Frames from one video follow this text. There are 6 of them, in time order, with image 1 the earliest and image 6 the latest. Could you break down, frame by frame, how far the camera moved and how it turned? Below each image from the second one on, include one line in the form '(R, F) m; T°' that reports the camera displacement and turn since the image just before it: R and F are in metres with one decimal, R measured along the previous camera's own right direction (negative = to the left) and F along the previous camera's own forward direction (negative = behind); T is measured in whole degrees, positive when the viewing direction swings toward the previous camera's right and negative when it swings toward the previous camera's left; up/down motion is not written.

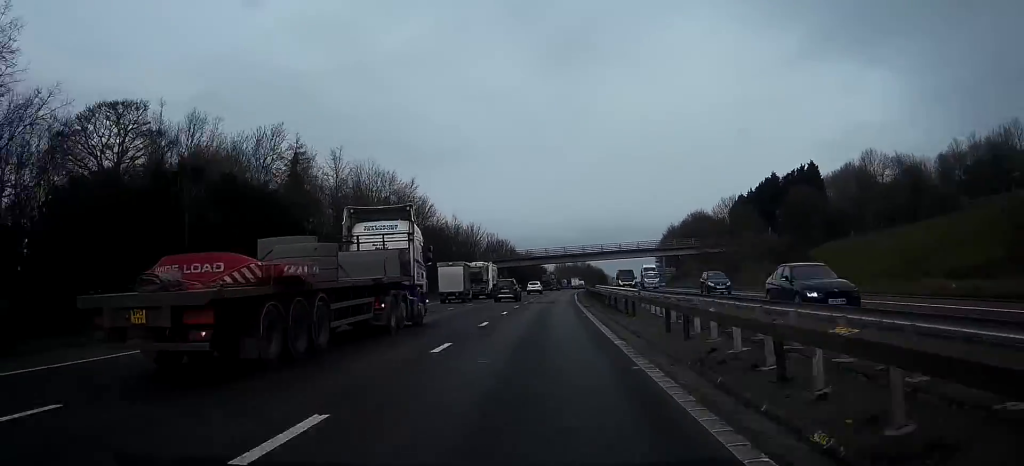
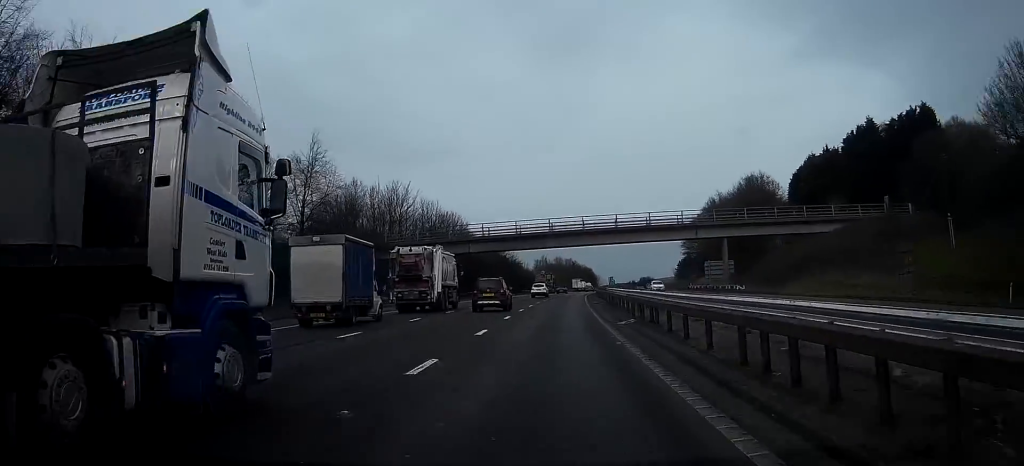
(+1.0, +66.0) m; +2°
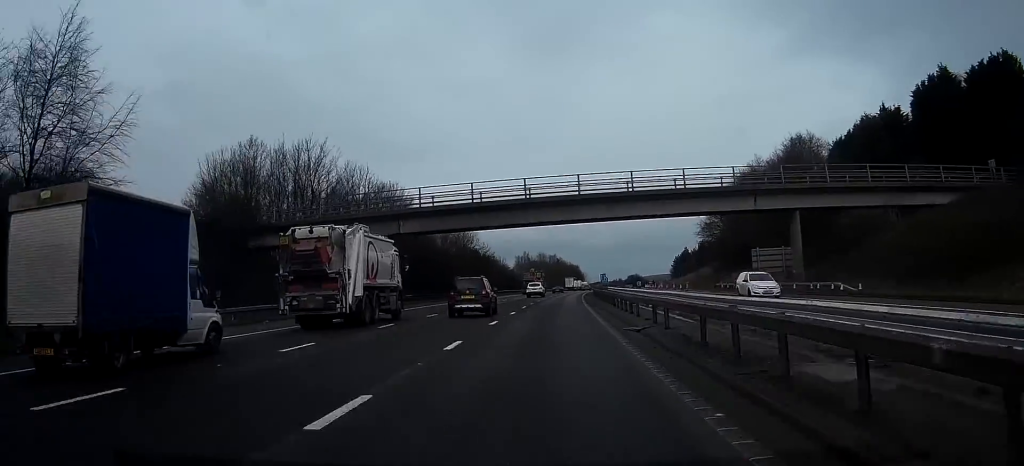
(+0.3, +30.9) m; +1°
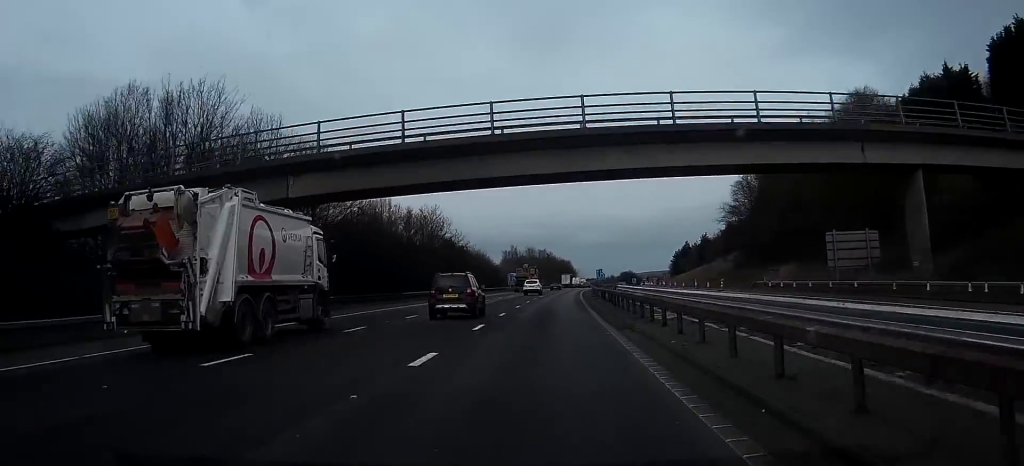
(+0.1, +21.6) m; 0°
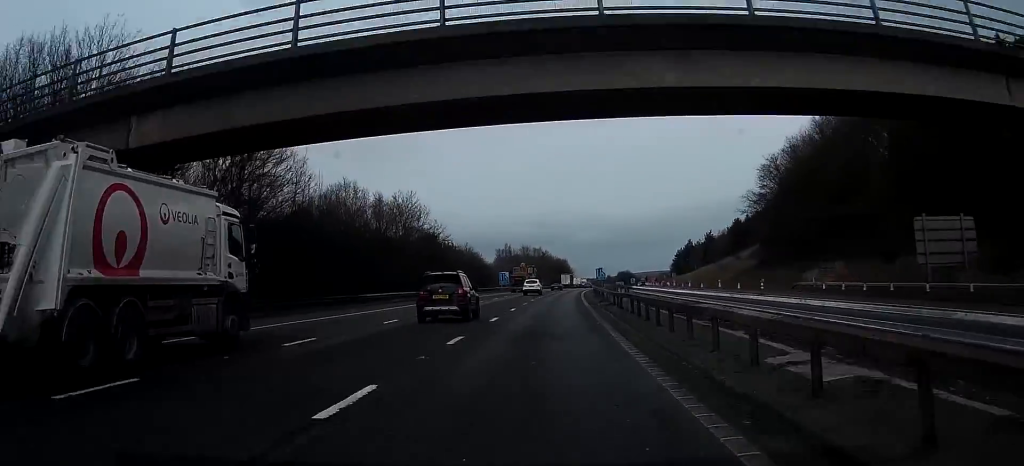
(+0.1, +13.3) m; 0°
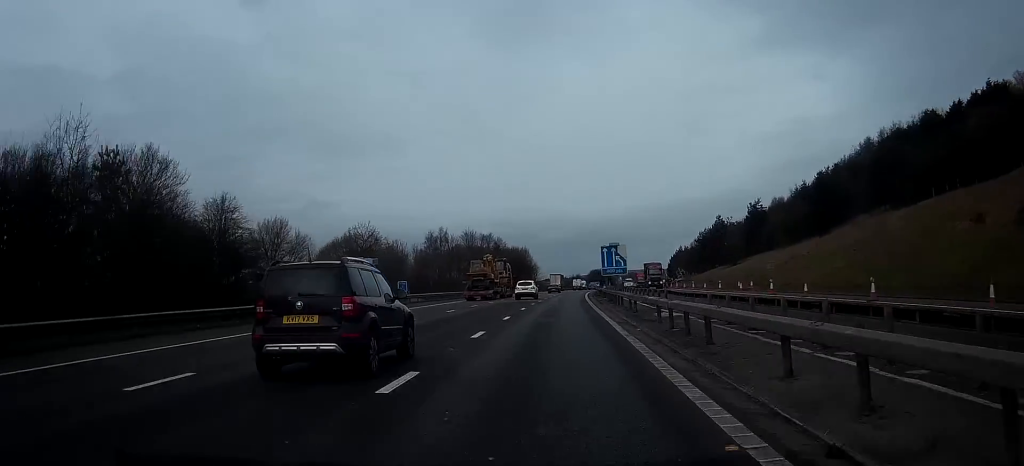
(+2.1, +87.4) m; +3°
